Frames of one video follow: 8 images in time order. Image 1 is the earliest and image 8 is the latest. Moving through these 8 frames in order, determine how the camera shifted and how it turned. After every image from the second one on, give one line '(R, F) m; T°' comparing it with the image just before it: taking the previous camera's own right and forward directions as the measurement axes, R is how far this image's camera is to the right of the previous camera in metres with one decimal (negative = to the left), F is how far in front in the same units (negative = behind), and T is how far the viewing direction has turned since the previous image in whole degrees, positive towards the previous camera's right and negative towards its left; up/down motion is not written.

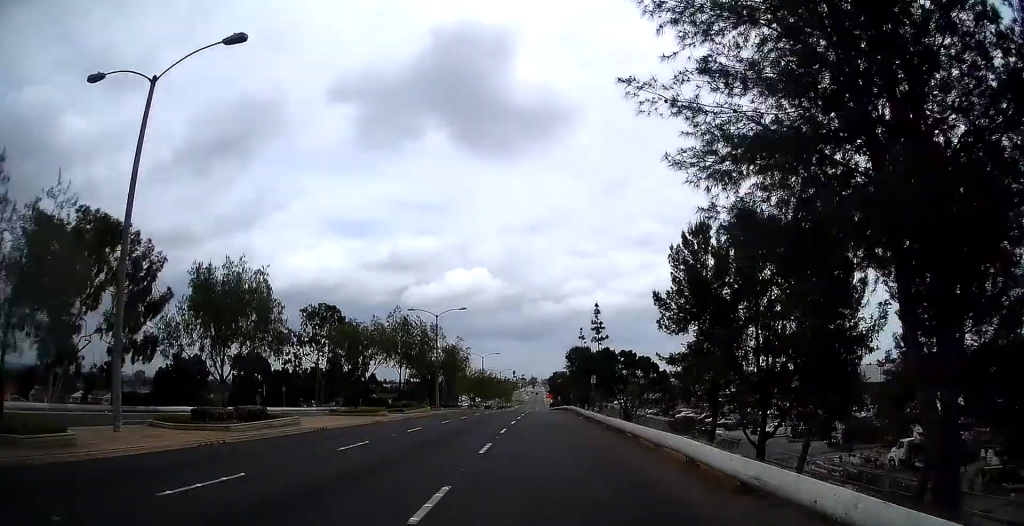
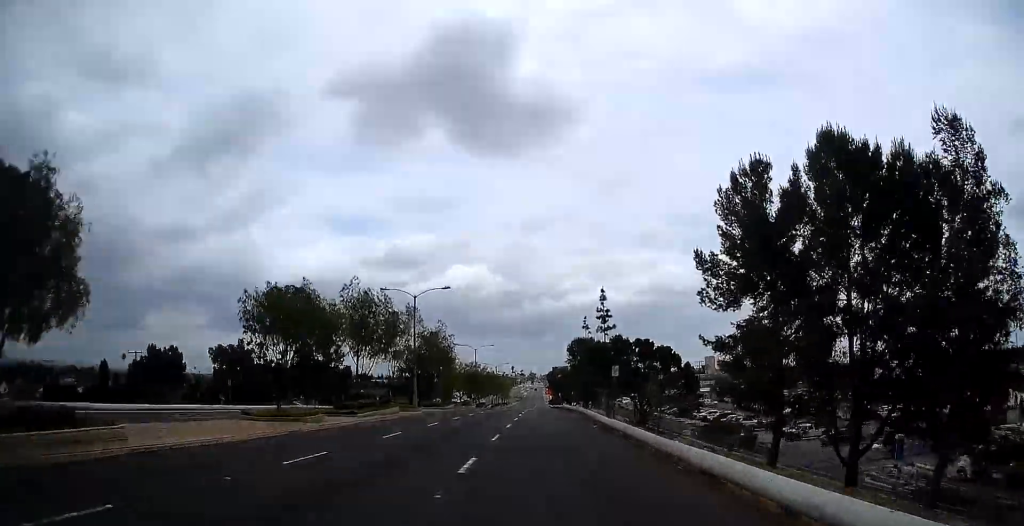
(-0.1, +10.8) m; 0°
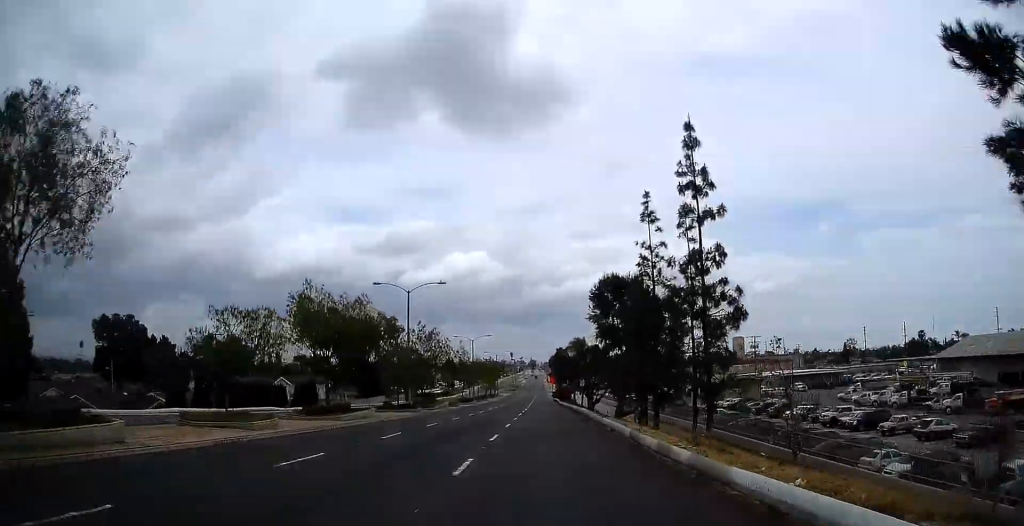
(-0.6, +52.3) m; -1°
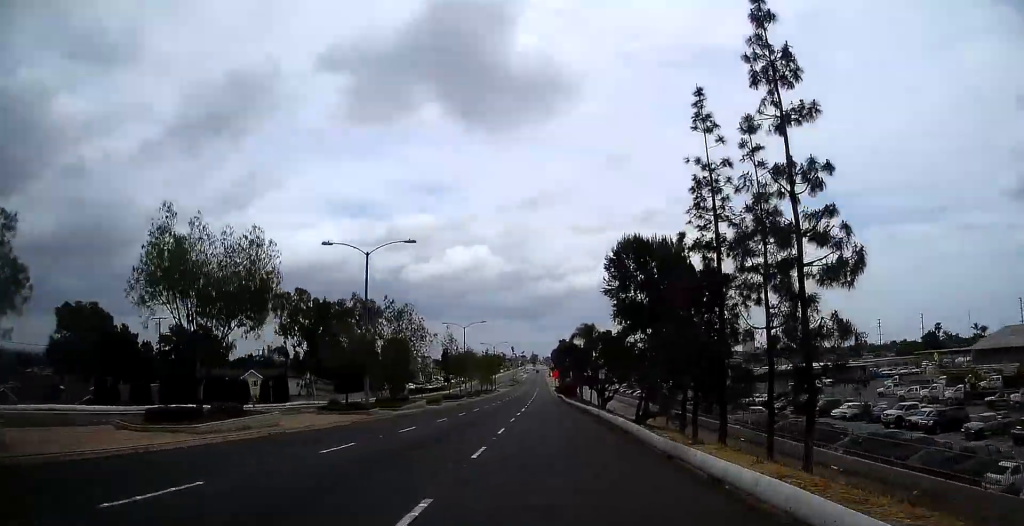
(+0.1, +12.9) m; +1°
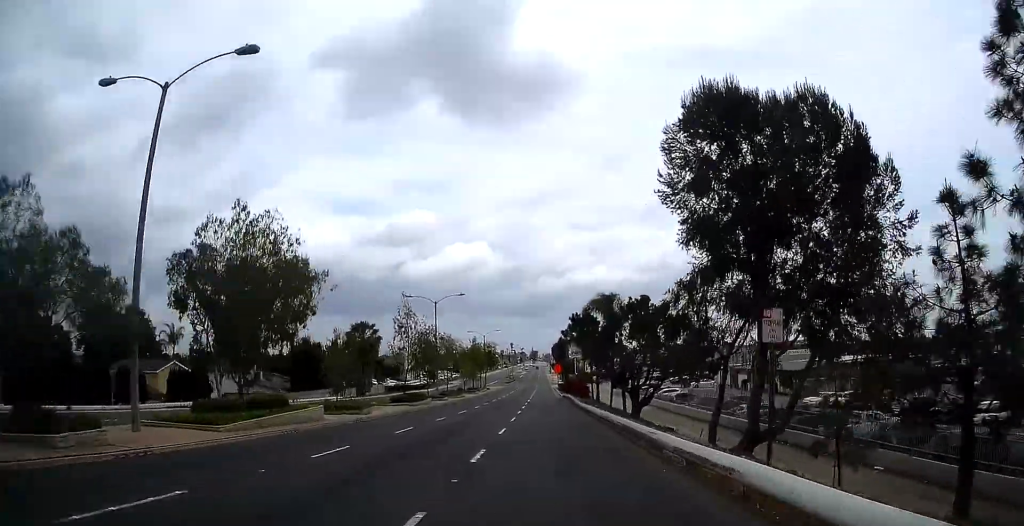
(+0.1, +23.0) m; -1°
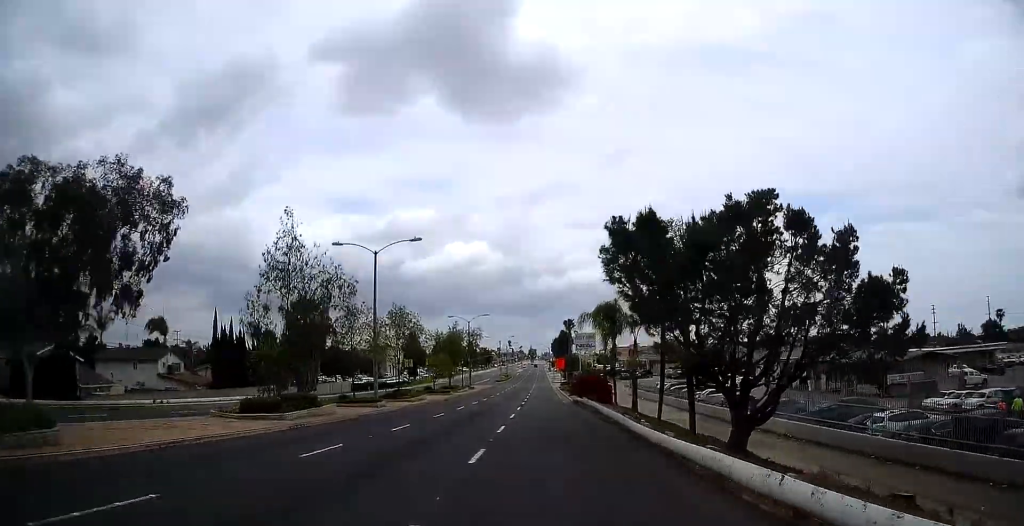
(-0.3, +23.1) m; 0°
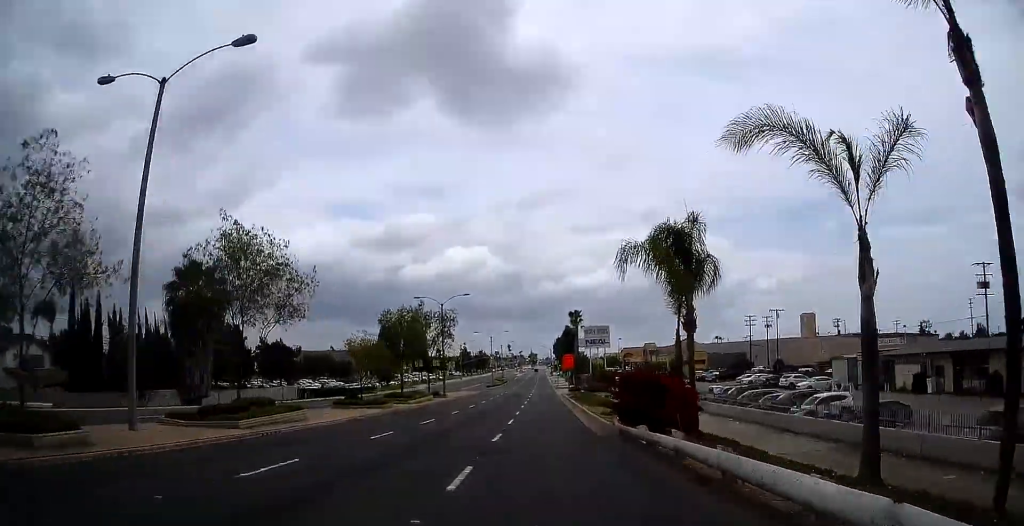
(+0.3, +25.0) m; +1°
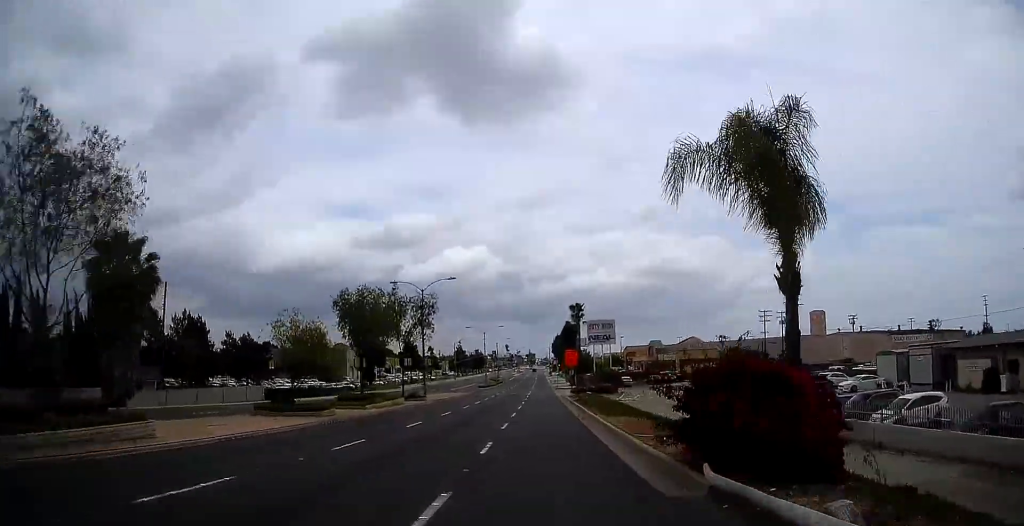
(0.0, +10.1) m; +1°
